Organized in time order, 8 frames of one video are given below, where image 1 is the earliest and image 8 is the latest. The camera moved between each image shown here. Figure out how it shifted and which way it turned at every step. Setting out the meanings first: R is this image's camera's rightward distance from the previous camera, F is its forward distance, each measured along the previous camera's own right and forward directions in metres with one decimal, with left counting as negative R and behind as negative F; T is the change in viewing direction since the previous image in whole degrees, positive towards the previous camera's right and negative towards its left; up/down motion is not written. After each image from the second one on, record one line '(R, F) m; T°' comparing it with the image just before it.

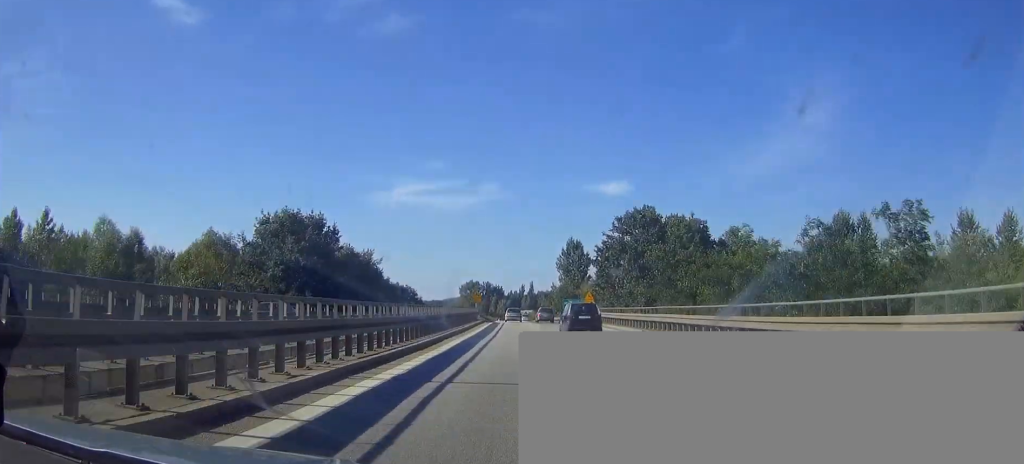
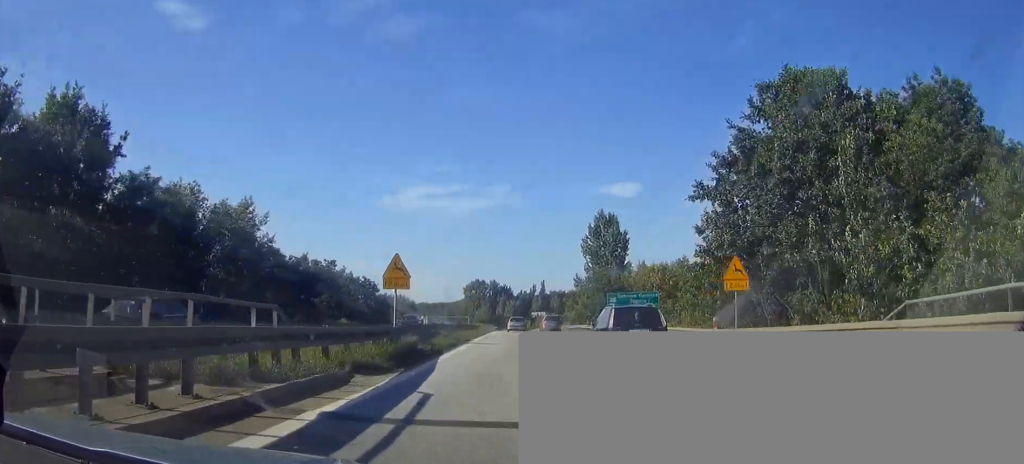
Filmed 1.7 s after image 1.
(-0.4, +49.0) m; -1°
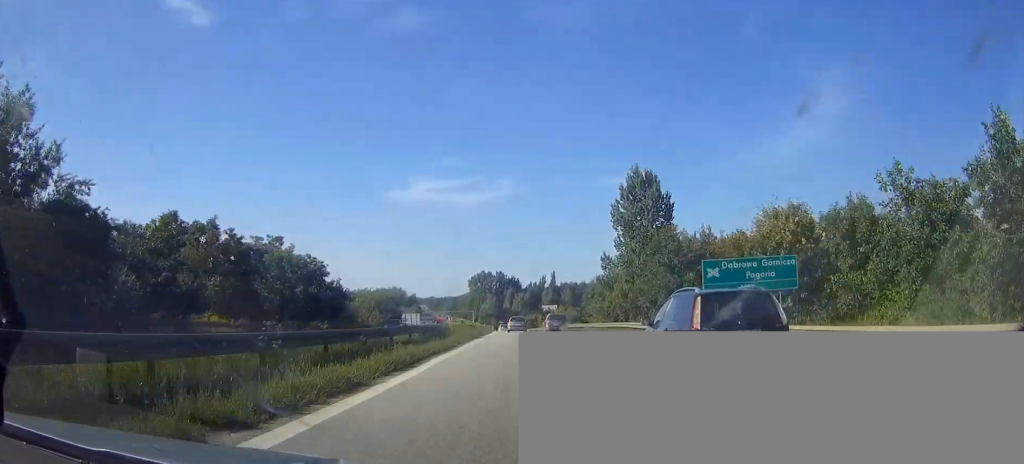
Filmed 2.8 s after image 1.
(-0.1, +30.9) m; -1°
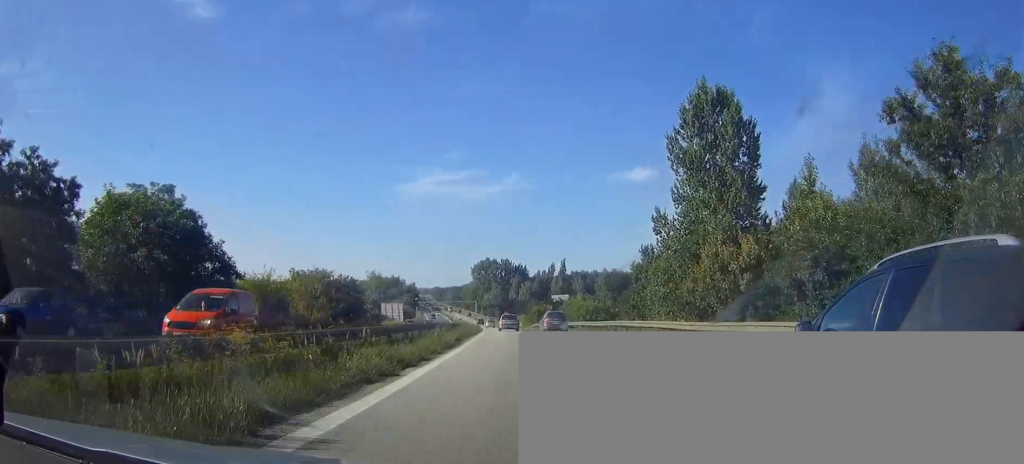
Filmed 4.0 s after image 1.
(-0.3, +31.7) m; -1°
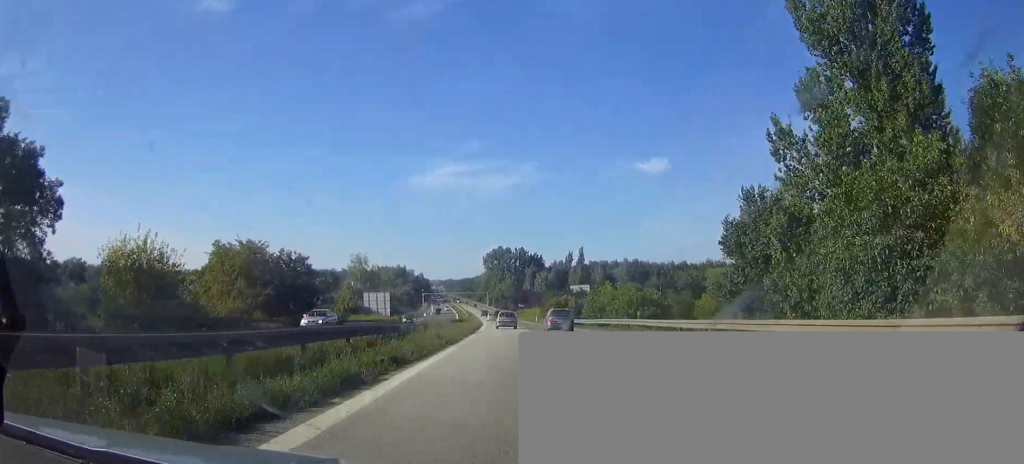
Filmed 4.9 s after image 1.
(-0.2, +26.0) m; -1°
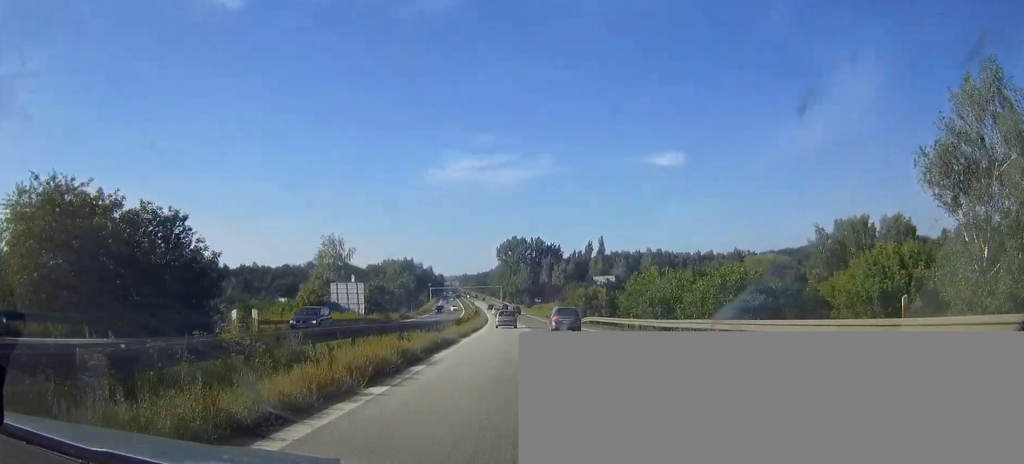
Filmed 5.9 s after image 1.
(-0.4, +26.9) m; -2°
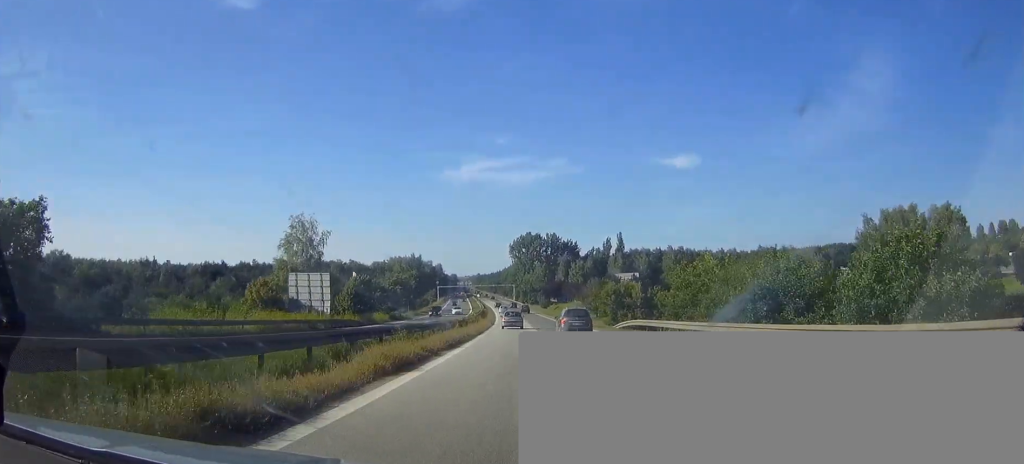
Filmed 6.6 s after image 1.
(-0.4, +19.5) m; -1°
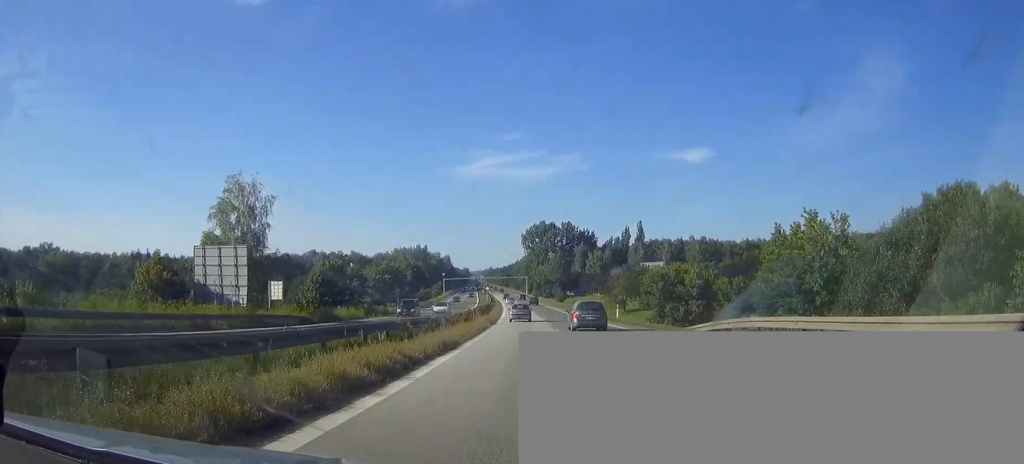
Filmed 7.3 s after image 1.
(0.0, +21.4) m; 0°
